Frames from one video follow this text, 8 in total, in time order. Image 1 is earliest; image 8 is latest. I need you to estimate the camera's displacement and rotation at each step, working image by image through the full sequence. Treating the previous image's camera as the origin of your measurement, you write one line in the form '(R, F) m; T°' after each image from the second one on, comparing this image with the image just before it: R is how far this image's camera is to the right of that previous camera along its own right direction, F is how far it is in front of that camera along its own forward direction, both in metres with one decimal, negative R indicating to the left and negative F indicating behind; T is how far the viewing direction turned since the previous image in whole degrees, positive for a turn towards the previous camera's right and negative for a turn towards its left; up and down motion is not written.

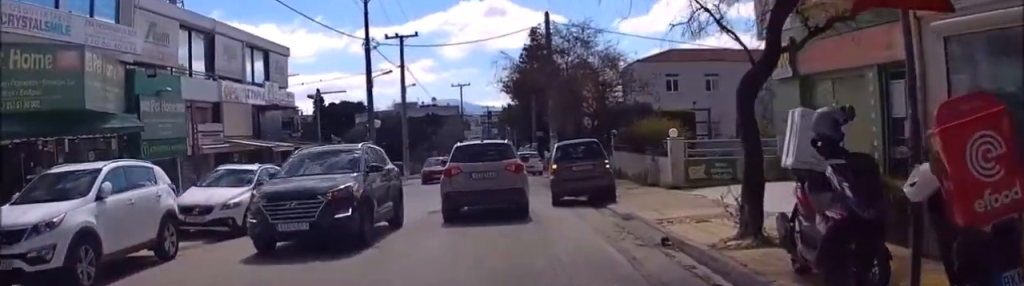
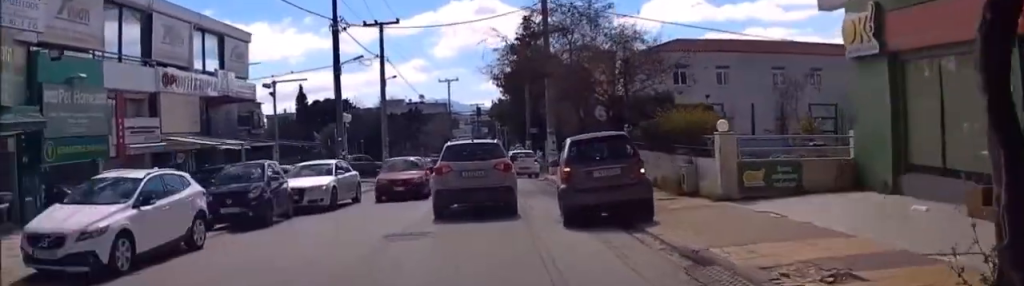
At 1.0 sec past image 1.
(0.0, +5.5) m; 0°
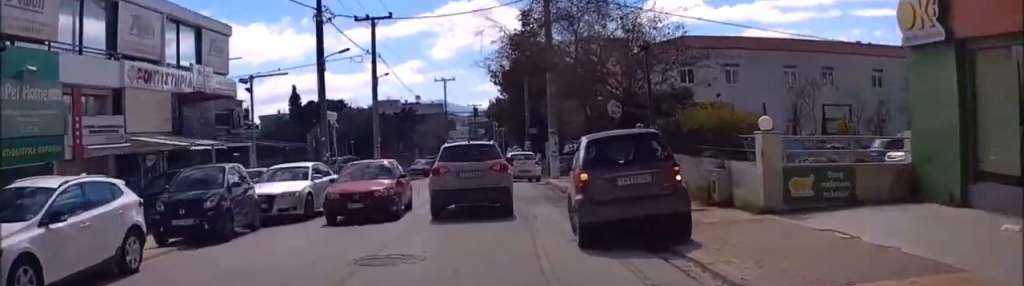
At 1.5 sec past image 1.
(0.0, +2.6) m; 0°
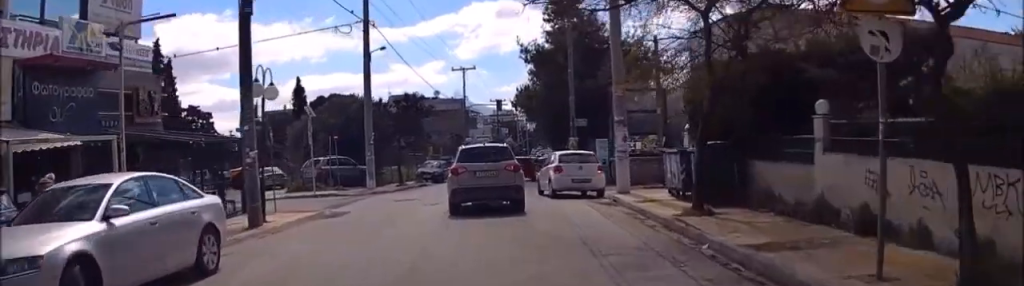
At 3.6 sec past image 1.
(-0.4, +12.3) m; -2°
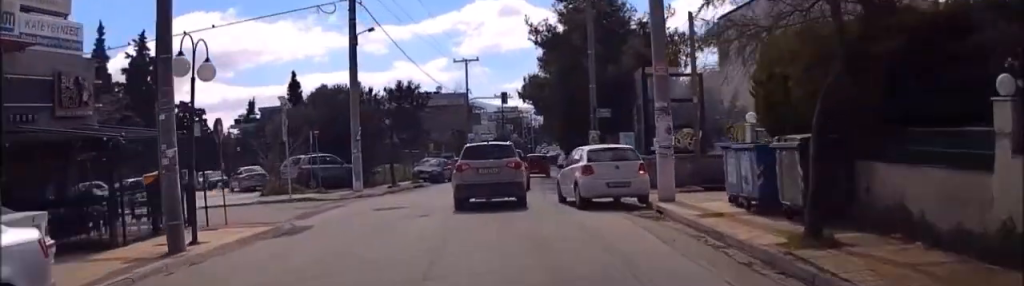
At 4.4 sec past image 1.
(+0.1, +5.1) m; 0°
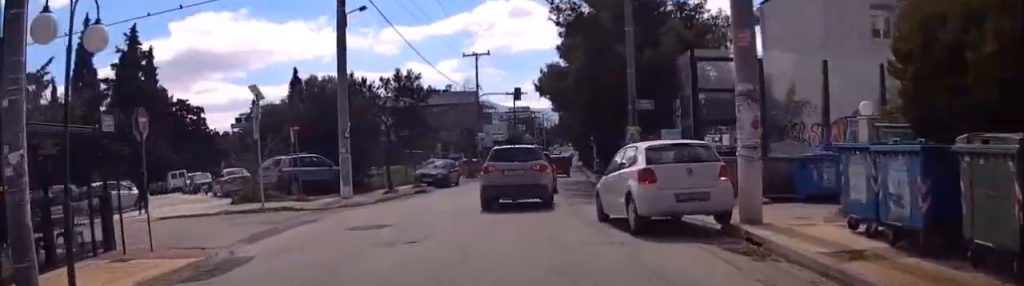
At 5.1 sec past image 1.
(0.0, +5.0) m; -1°
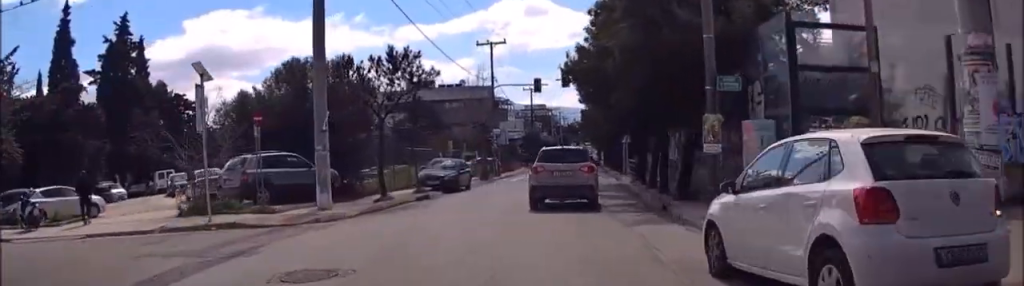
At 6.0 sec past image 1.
(-0.1, +6.1) m; 0°
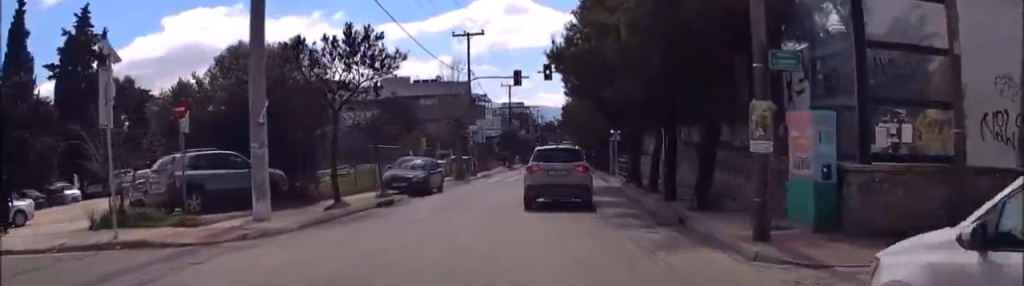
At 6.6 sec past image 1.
(0.0, +3.7) m; +1°
